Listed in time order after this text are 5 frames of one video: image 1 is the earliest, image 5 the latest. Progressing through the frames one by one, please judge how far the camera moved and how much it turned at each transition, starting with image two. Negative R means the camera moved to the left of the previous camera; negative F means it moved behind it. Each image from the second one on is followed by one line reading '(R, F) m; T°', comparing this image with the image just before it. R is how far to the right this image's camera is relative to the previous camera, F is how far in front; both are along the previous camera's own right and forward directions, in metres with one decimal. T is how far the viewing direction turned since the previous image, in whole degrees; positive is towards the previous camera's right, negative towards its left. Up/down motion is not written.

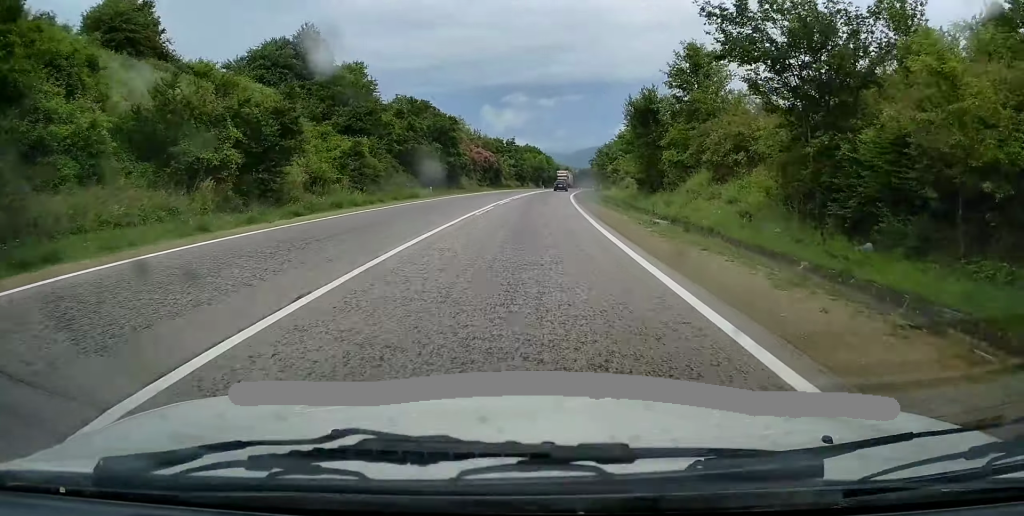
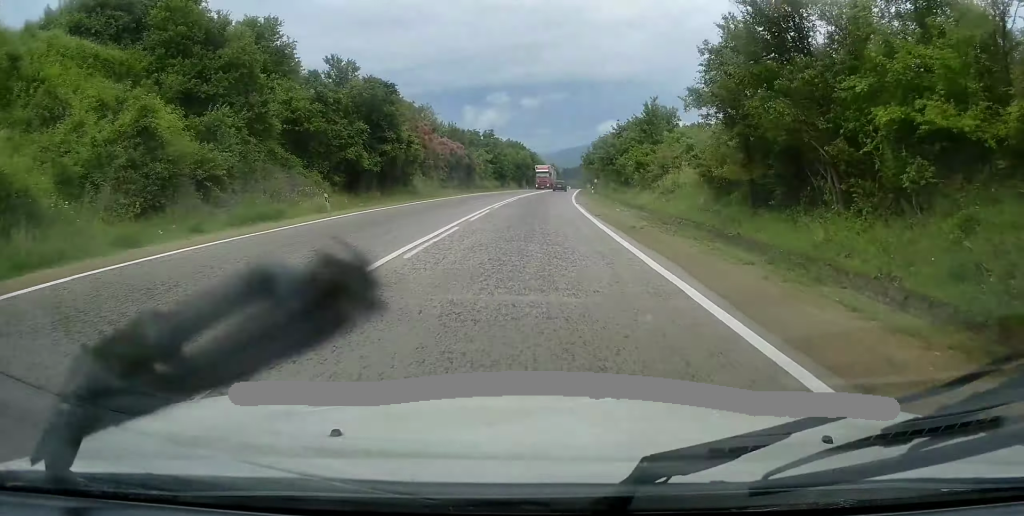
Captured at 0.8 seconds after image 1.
(+0.3, +20.8) m; +1°
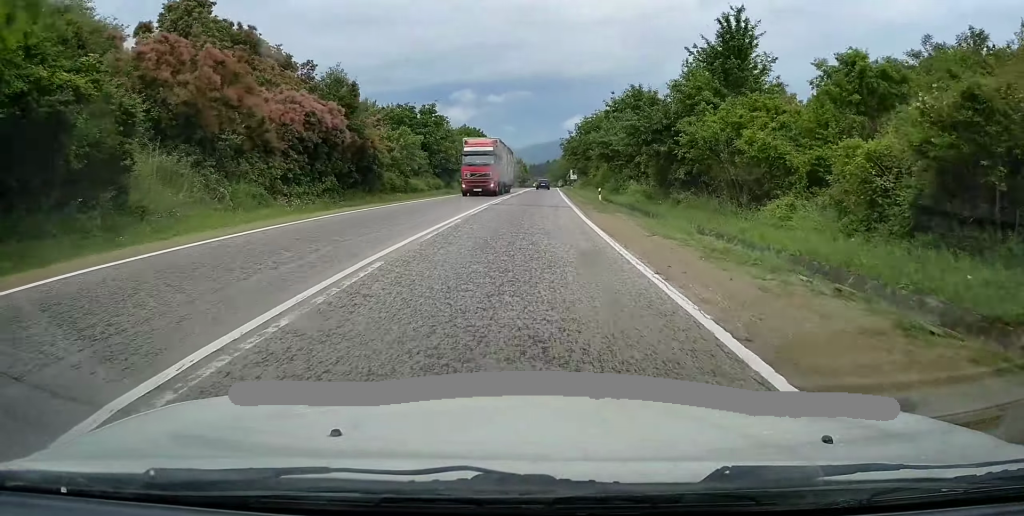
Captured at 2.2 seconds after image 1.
(+0.3, +33.2) m; +2°
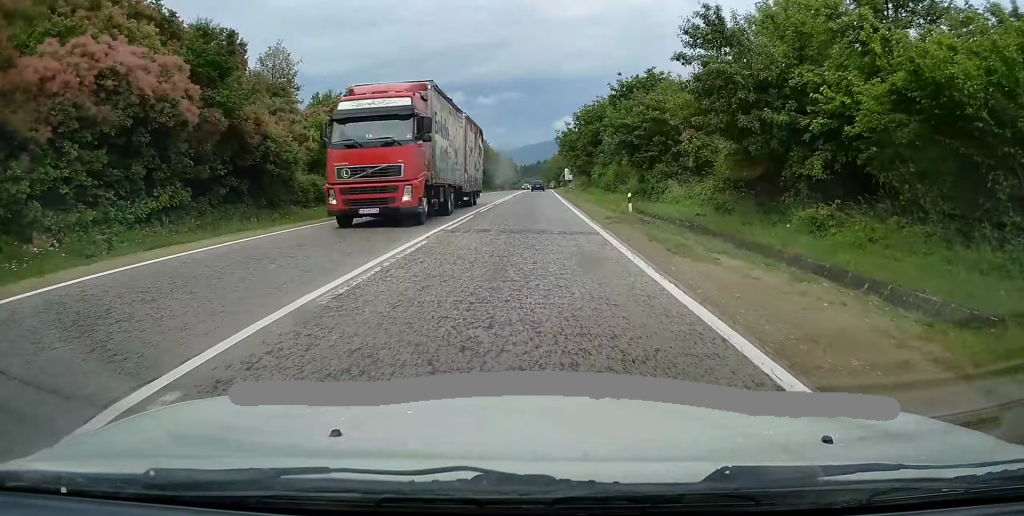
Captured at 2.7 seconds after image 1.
(0.0, +14.2) m; +2°
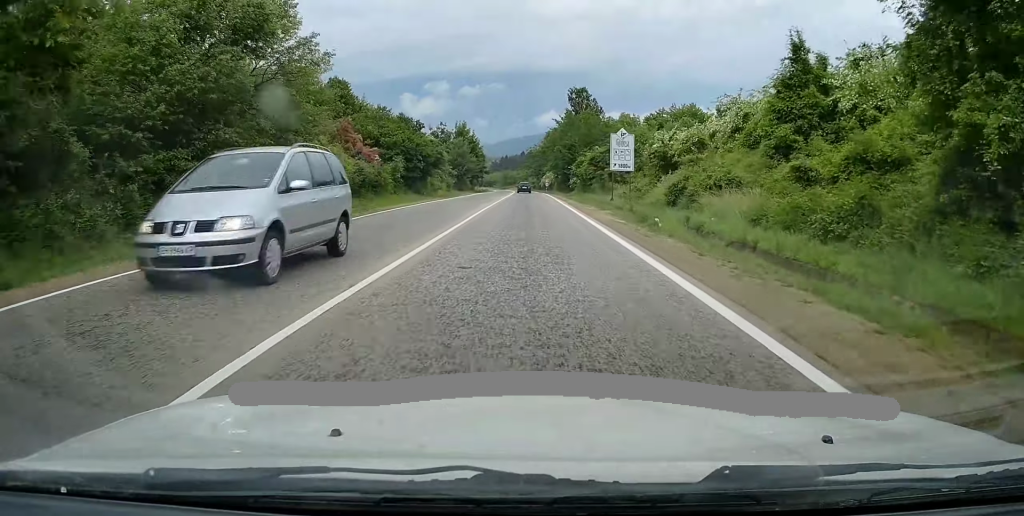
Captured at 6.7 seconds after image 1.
(+3.2, +102.9) m; +2°
